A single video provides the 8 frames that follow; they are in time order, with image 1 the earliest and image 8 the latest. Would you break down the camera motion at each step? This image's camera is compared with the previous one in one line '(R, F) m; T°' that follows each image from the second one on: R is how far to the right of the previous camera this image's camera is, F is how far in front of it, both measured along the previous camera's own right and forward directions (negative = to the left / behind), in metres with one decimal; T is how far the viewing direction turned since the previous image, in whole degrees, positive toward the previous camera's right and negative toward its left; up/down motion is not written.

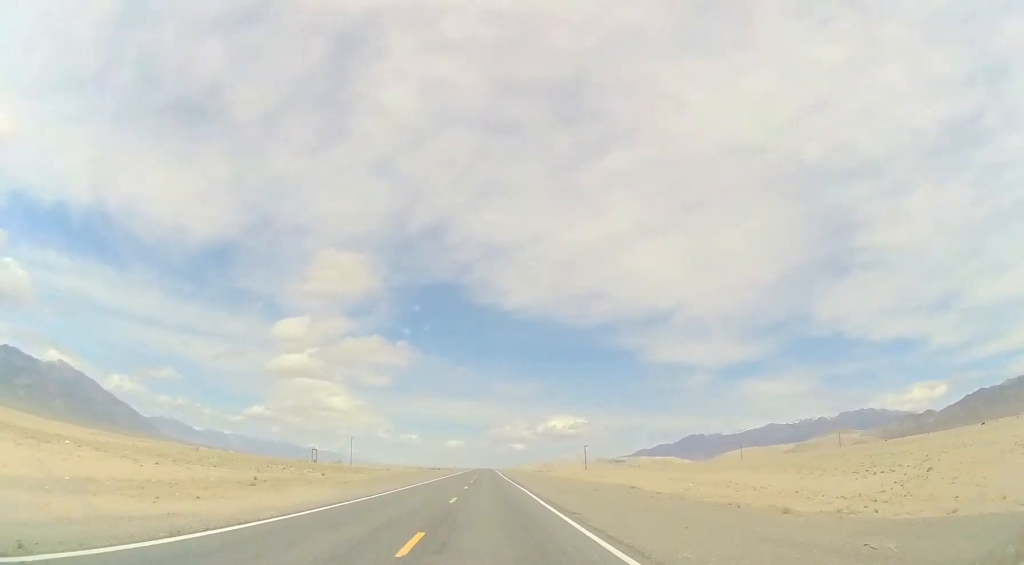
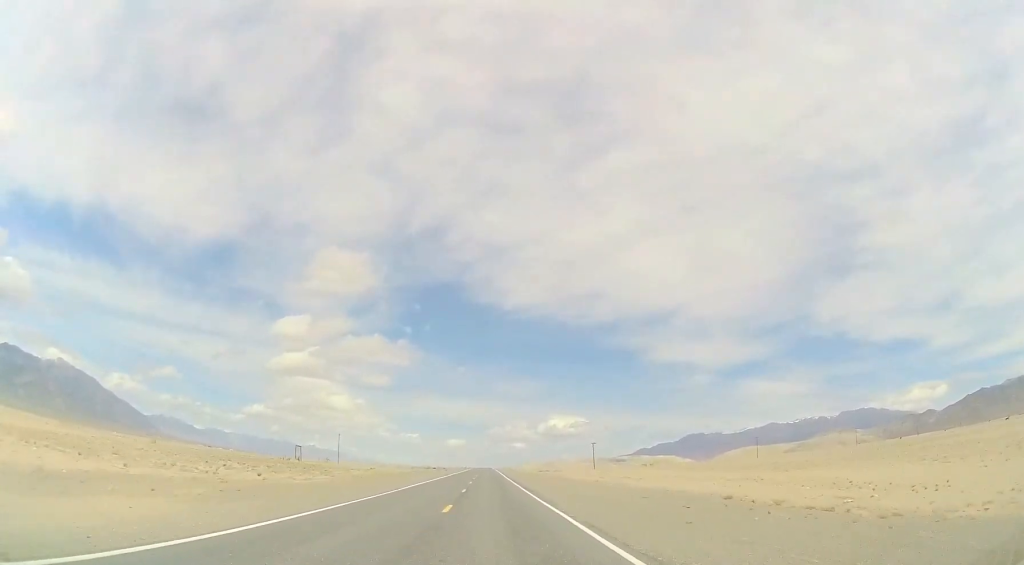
(0.0, +18.2) m; 0°
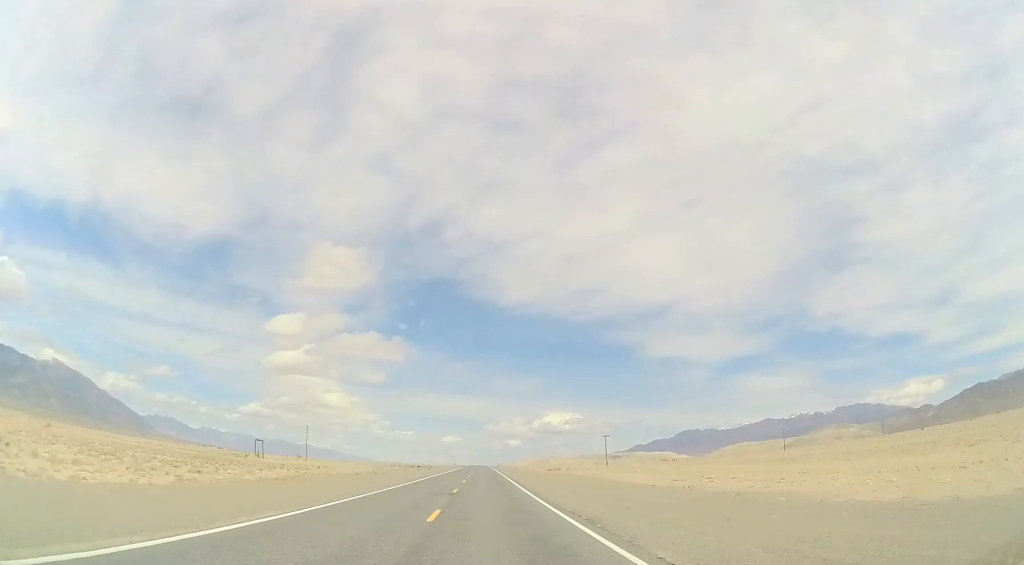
(+0.2, +30.6) m; +1°
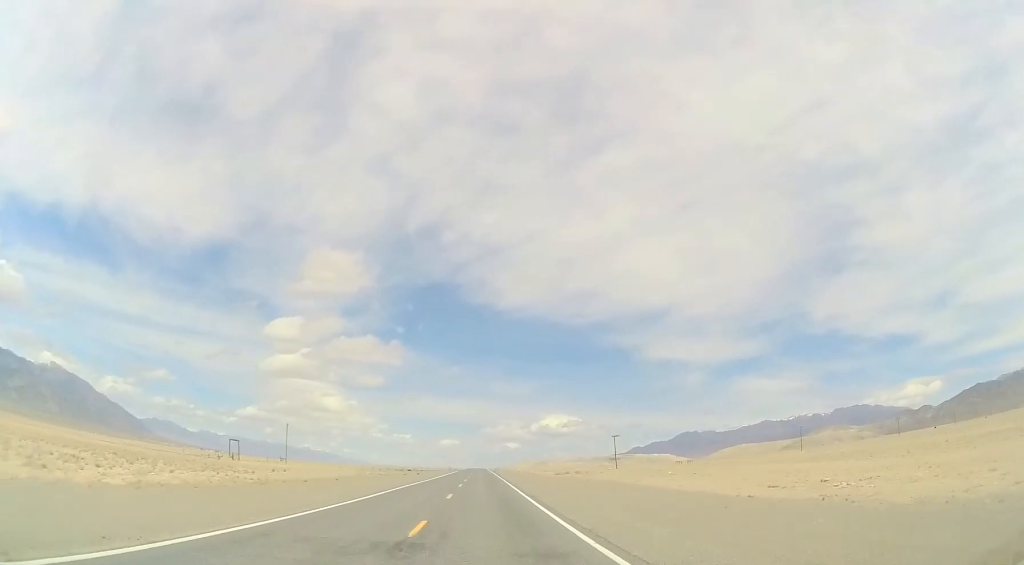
(0.0, +15.7) m; 0°
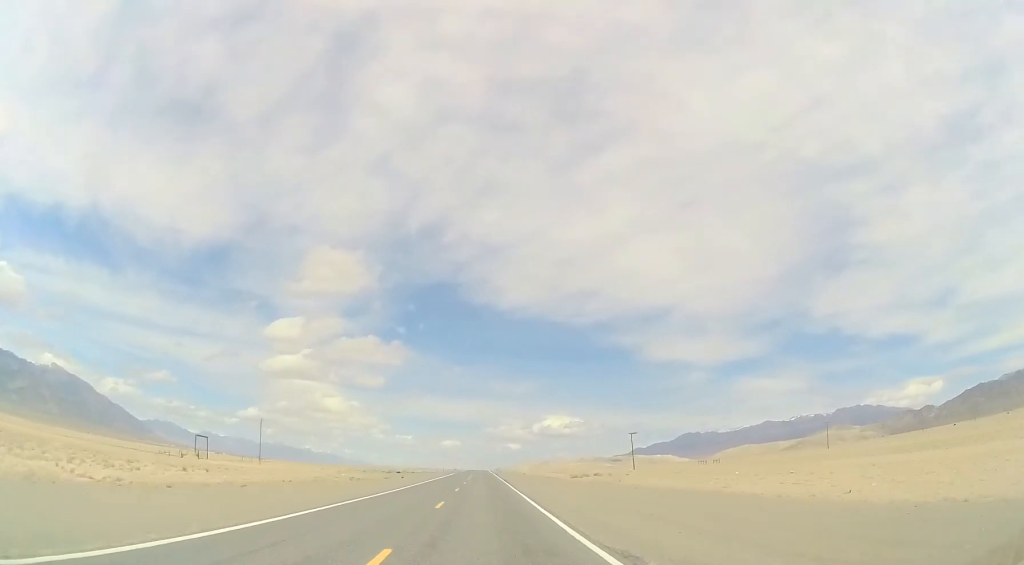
(+0.1, +18.9) m; 0°
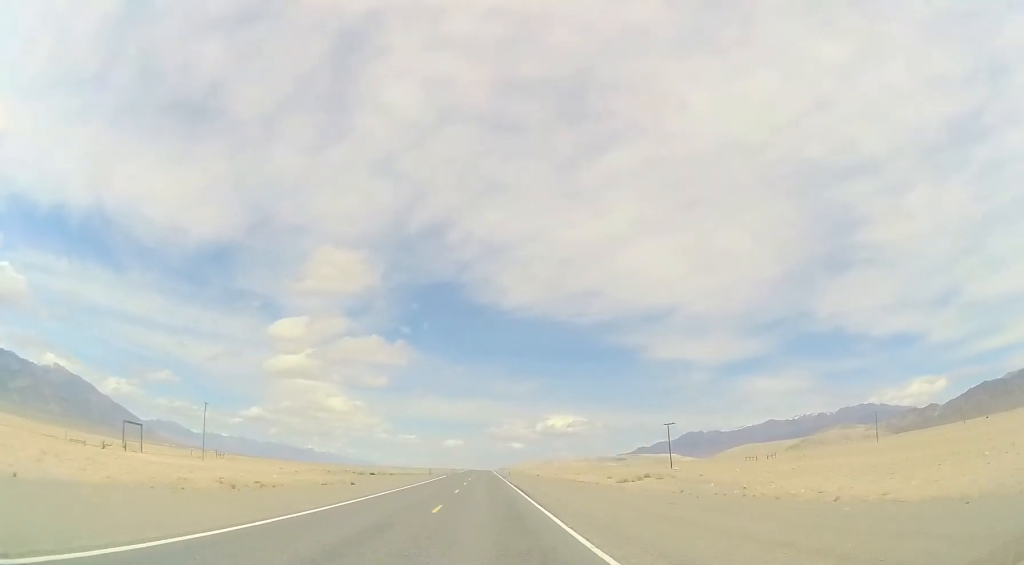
(0.0, +29.4) m; 0°
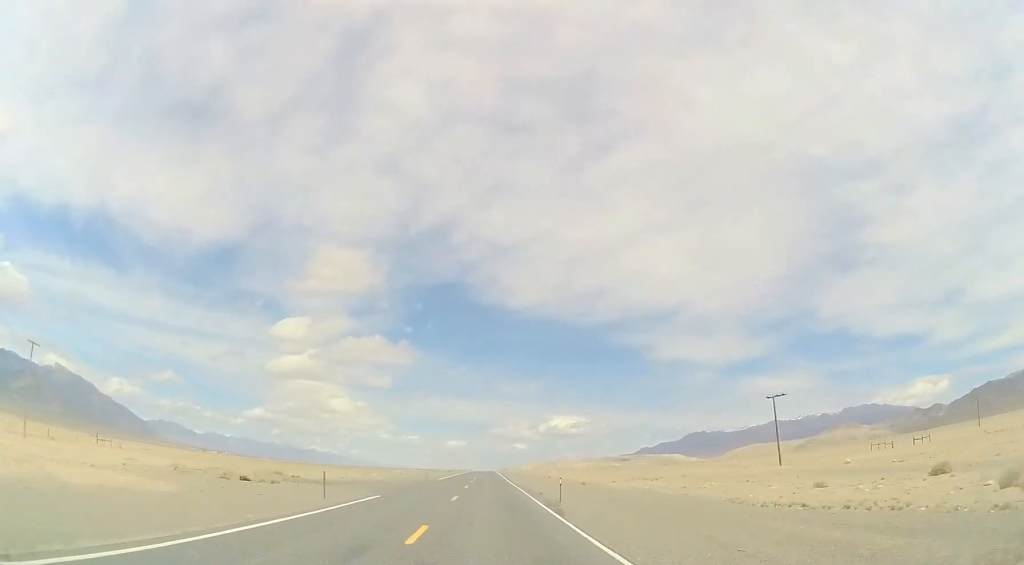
(-0.4, +48.1) m; 0°
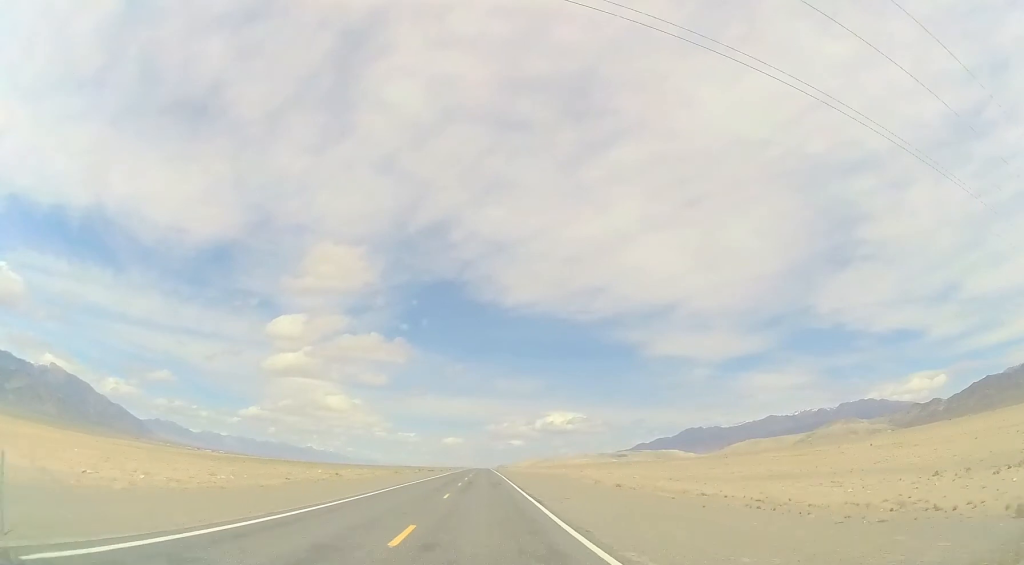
(-0.5, +55.1) m; -1°
